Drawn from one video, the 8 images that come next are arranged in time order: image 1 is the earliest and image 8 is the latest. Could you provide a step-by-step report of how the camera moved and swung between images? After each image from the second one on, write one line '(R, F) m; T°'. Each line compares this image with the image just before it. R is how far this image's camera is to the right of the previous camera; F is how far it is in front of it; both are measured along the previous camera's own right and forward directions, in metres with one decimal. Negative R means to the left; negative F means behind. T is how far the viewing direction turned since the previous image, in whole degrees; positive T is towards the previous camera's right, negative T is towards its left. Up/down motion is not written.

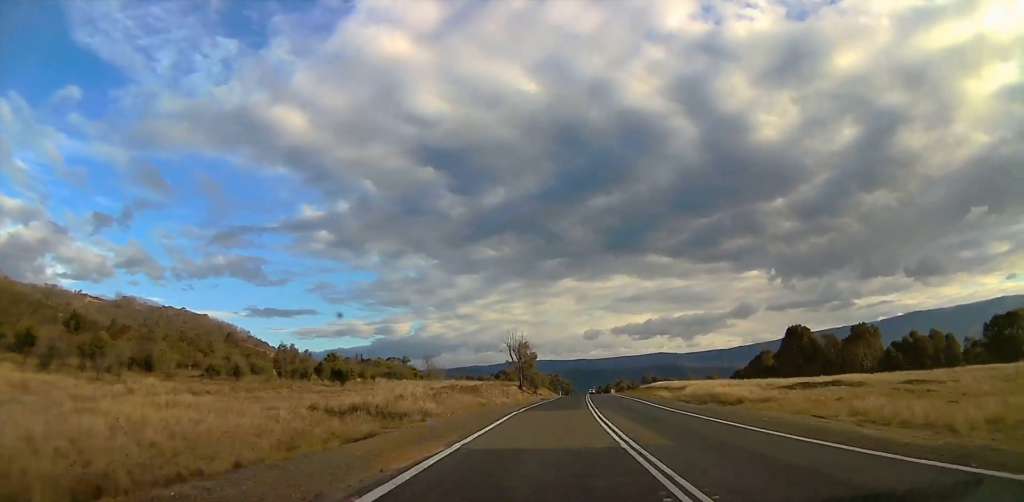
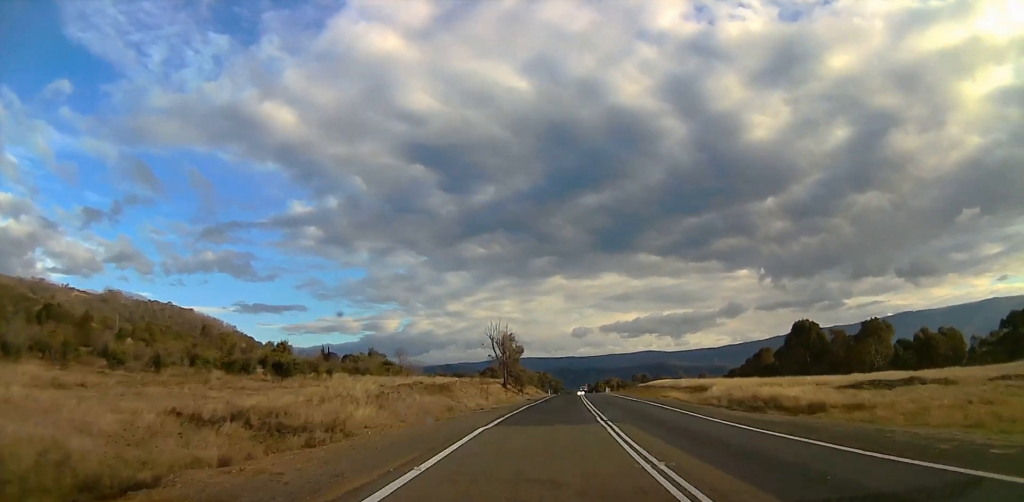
(-0.2, +12.2) m; +1°
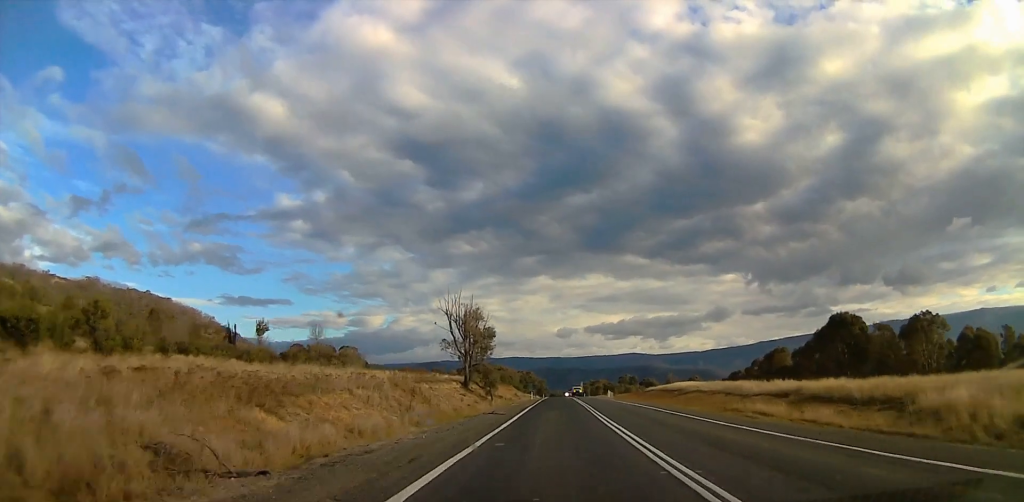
(+0.9, +28.3) m; +4°
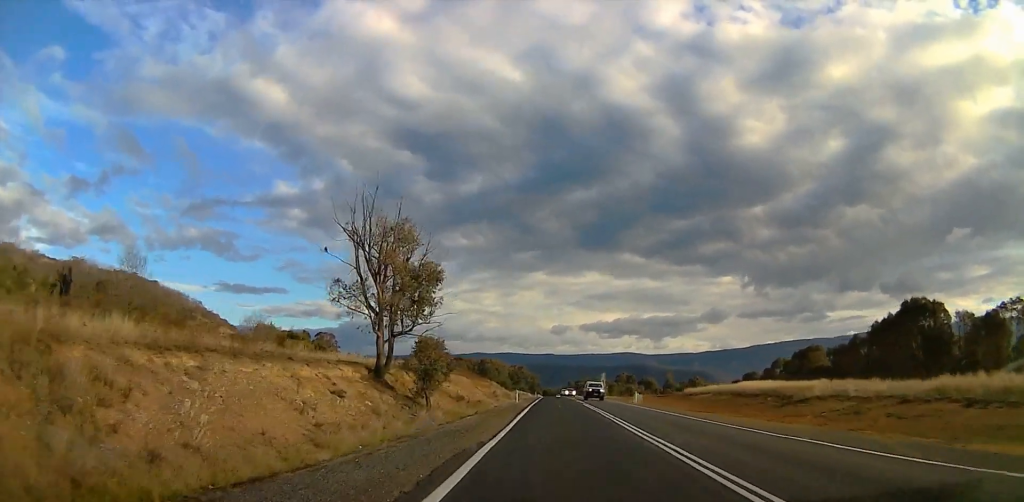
(+0.4, +29.3) m; -1°
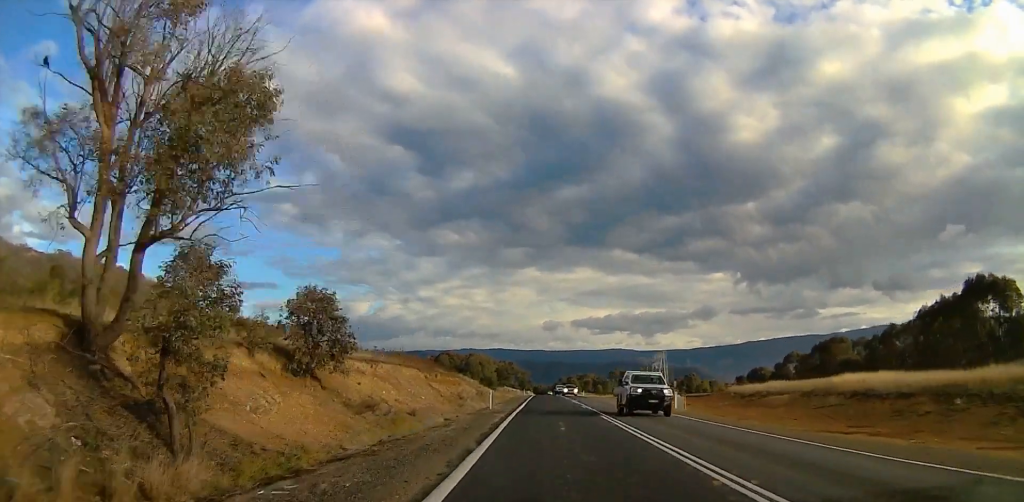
(-1.2, +19.2) m; 0°
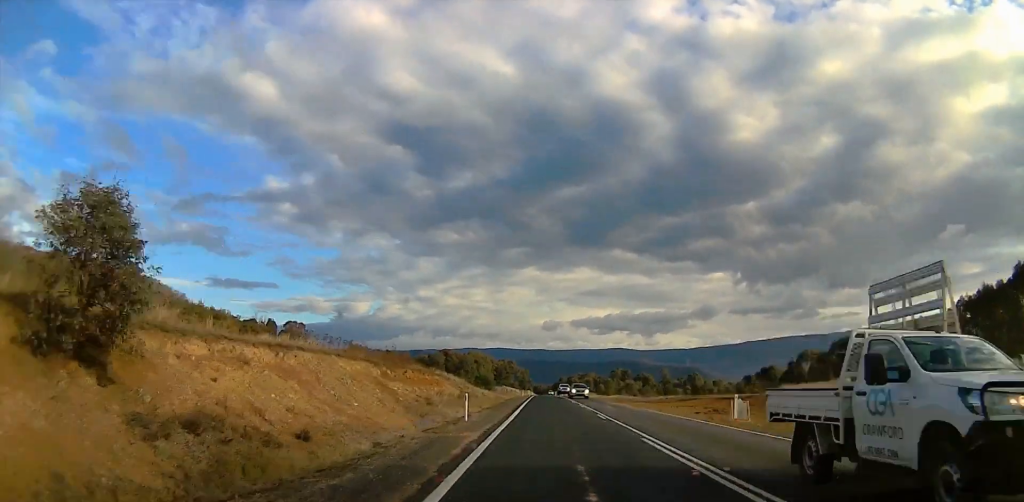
(+0.7, +11.0) m; +1°
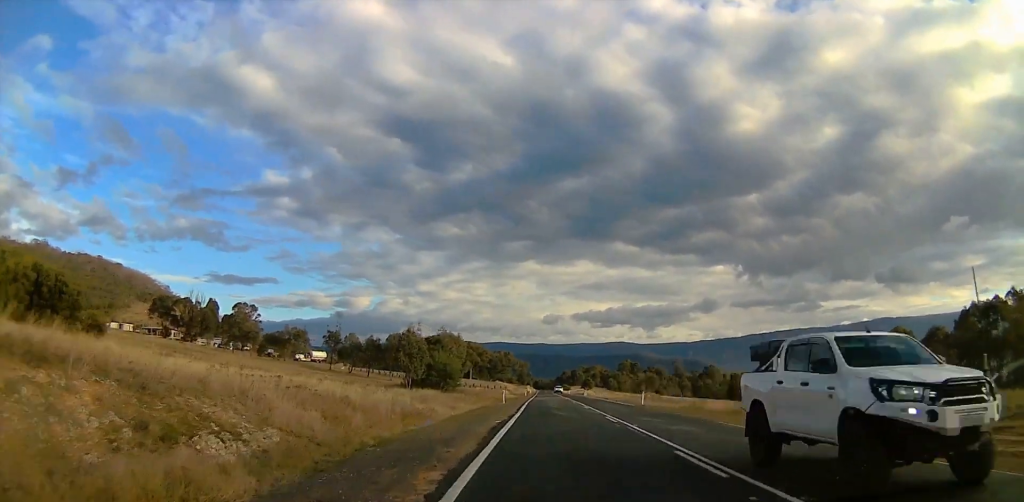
(+0.8, +52.1) m; 0°
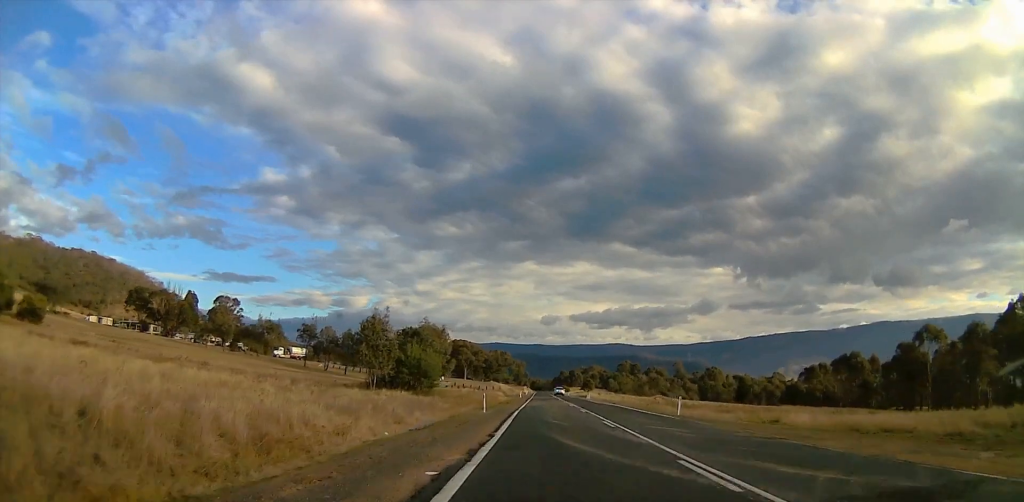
(+0.5, +13.1) m; -1°
